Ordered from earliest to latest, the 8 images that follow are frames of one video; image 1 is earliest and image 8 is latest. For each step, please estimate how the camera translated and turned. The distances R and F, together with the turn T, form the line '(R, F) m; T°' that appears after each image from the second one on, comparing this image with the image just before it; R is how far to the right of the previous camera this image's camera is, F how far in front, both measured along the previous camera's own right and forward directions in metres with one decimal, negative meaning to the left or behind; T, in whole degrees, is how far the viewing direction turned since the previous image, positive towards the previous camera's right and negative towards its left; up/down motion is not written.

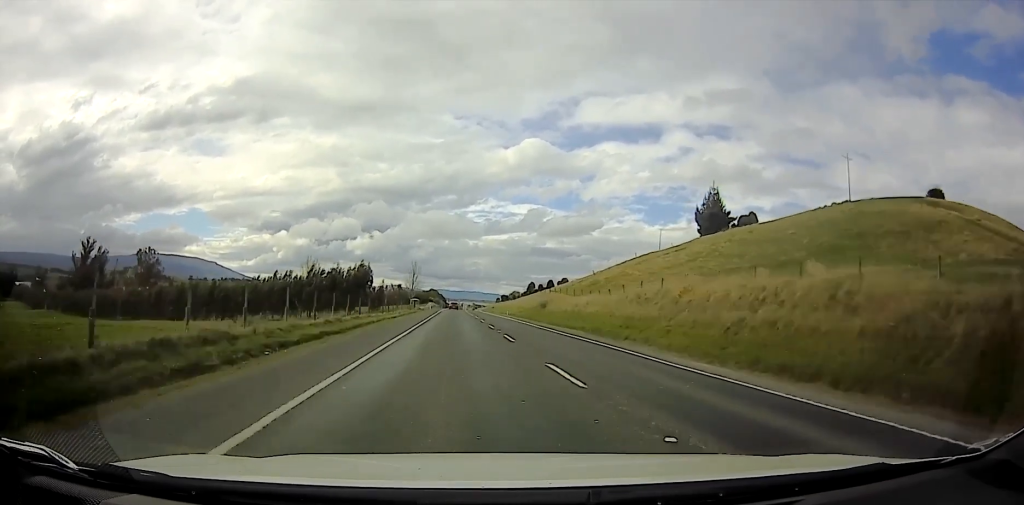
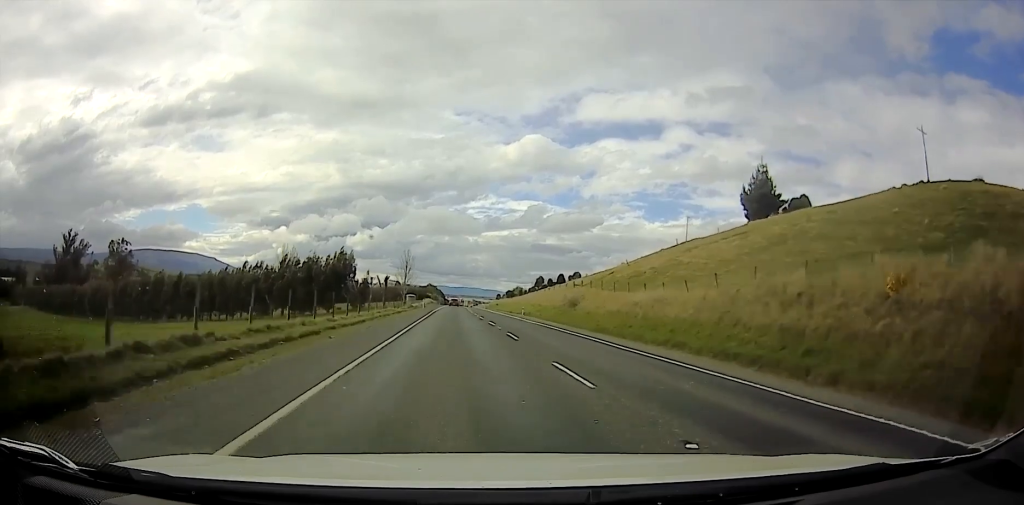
(0.0, +17.7) m; 0°
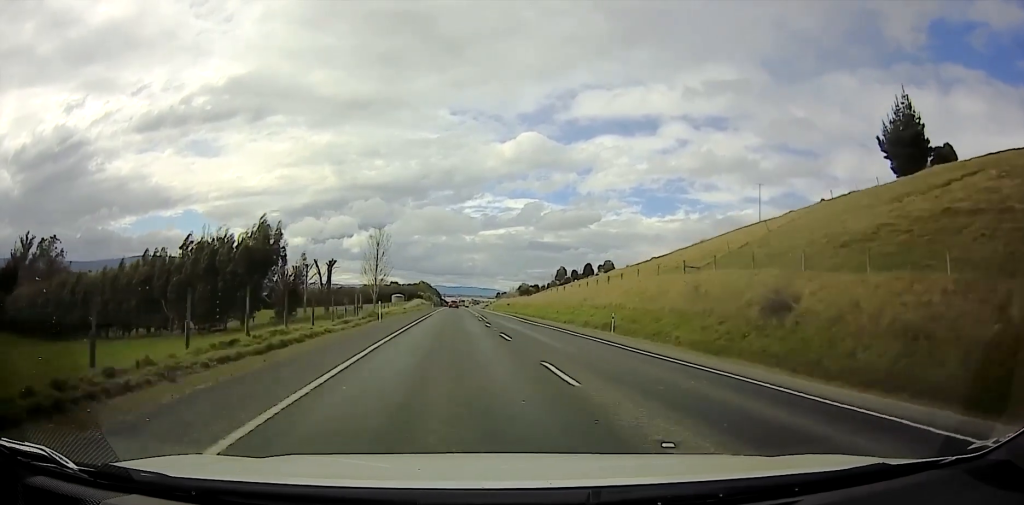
(+0.3, +32.9) m; +1°
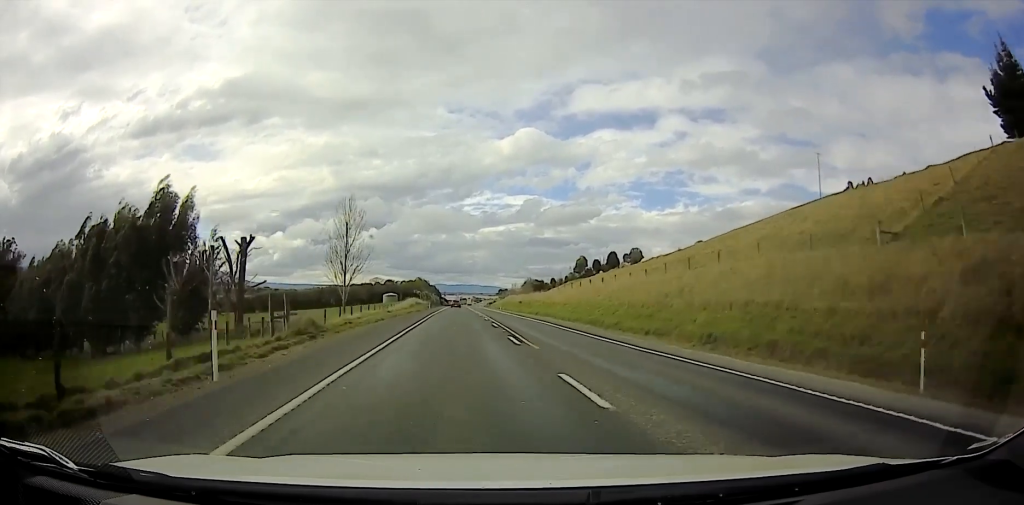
(0.0, +16.5) m; 0°
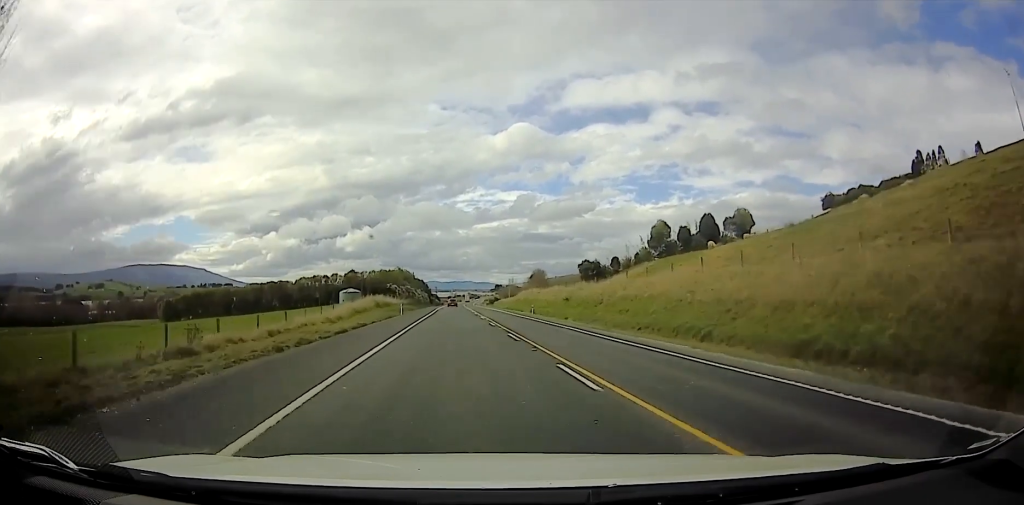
(0.0, +38.7) m; 0°
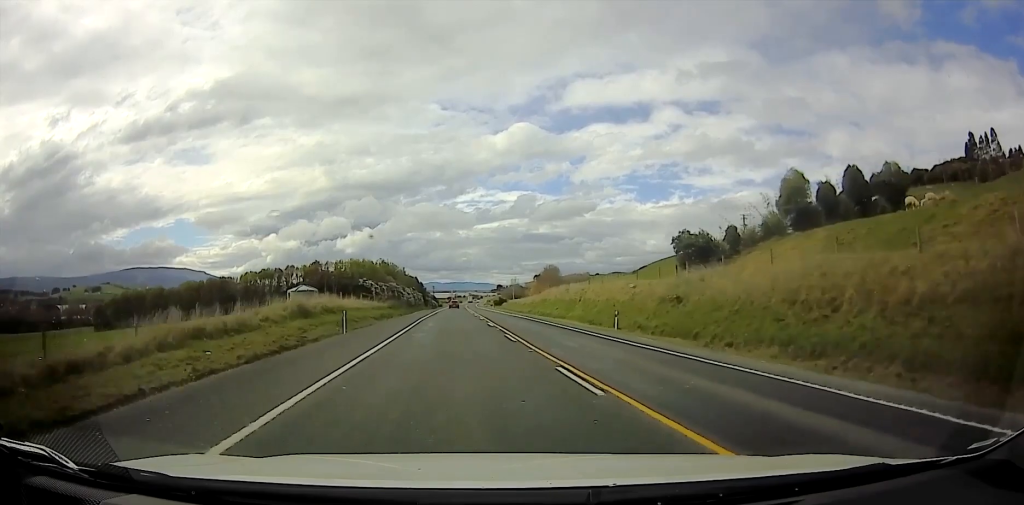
(0.0, +24.2) m; 0°
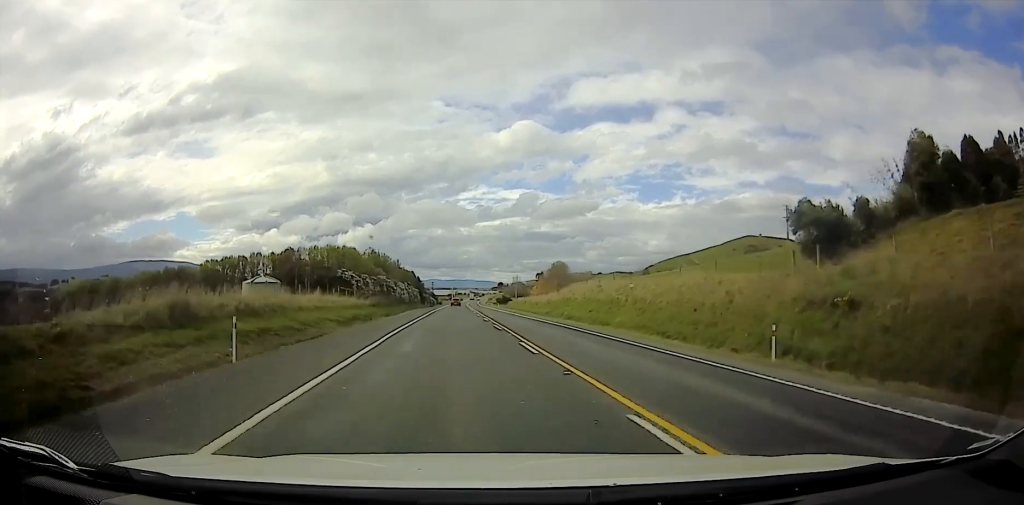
(0.0, +12.0) m; 0°
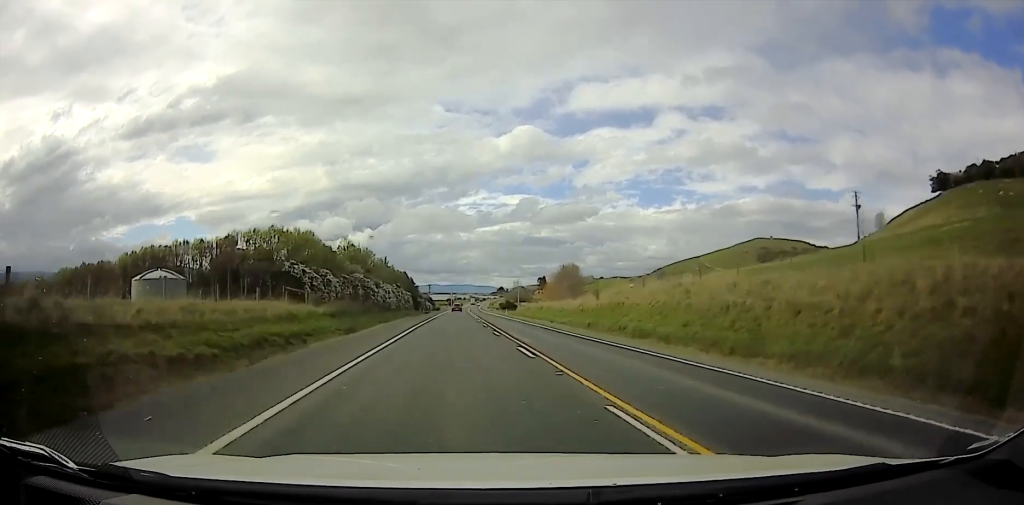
(0.0, +16.1) m; 0°
